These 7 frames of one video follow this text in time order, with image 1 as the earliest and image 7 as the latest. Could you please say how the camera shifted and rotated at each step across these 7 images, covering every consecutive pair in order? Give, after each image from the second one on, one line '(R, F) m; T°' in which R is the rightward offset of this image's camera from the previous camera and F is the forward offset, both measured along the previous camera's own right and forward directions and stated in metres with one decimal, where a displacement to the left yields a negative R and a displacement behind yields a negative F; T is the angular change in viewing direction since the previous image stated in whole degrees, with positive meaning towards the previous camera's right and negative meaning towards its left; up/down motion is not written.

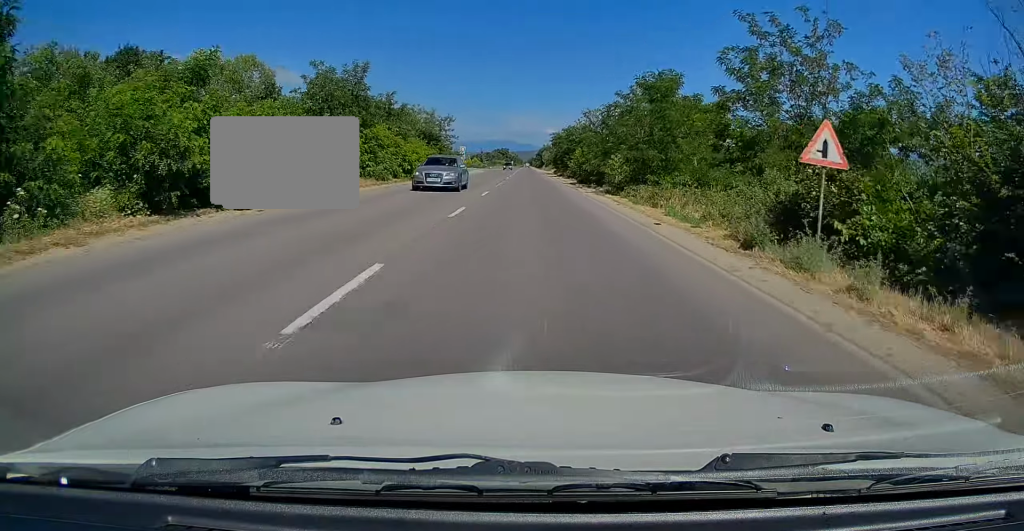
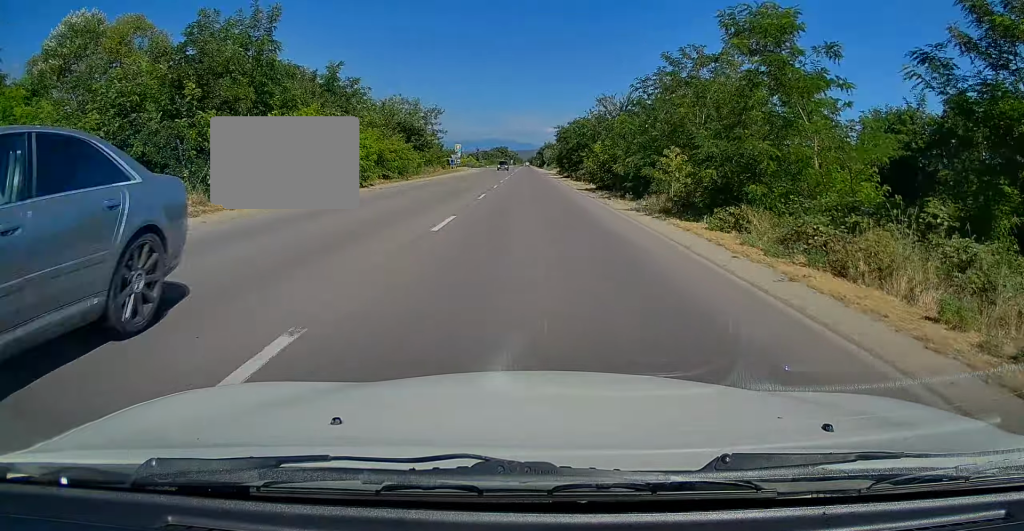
(0.0, +12.7) m; 0°
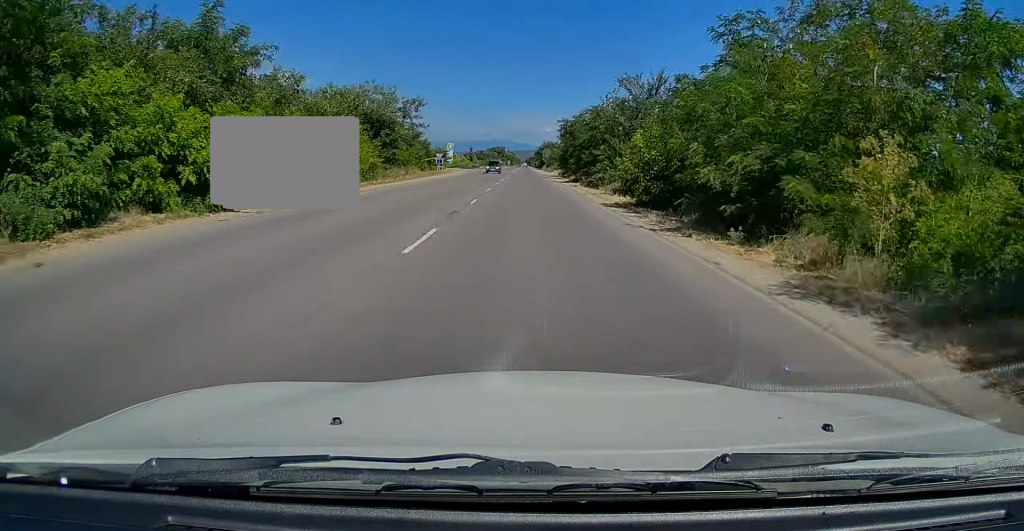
(+0.1, +12.7) m; 0°
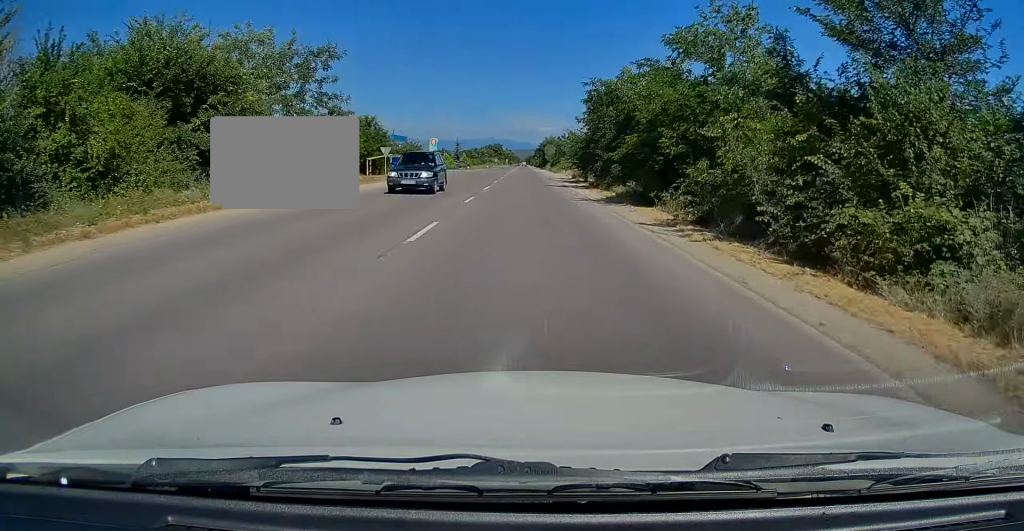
(-0.4, +28.5) m; 0°
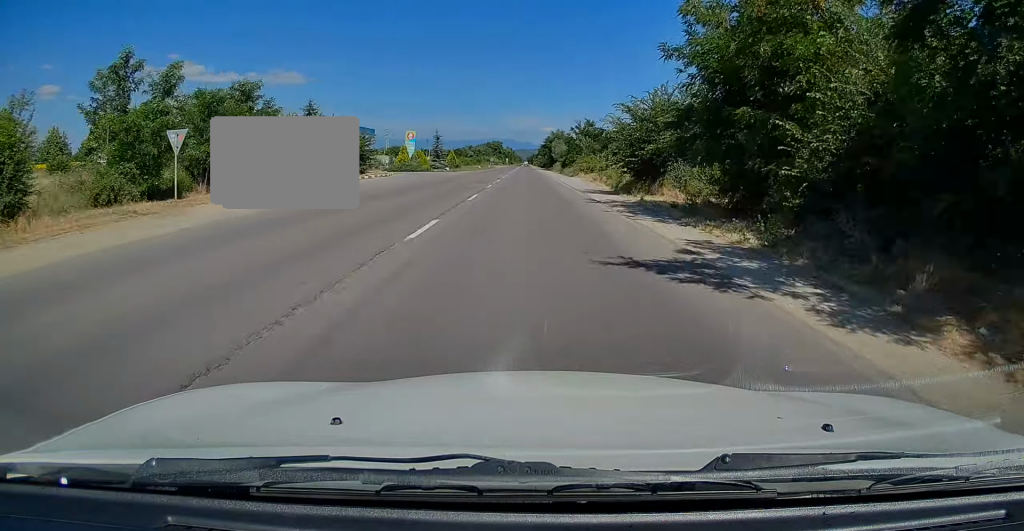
(+0.5, +29.2) m; +1°
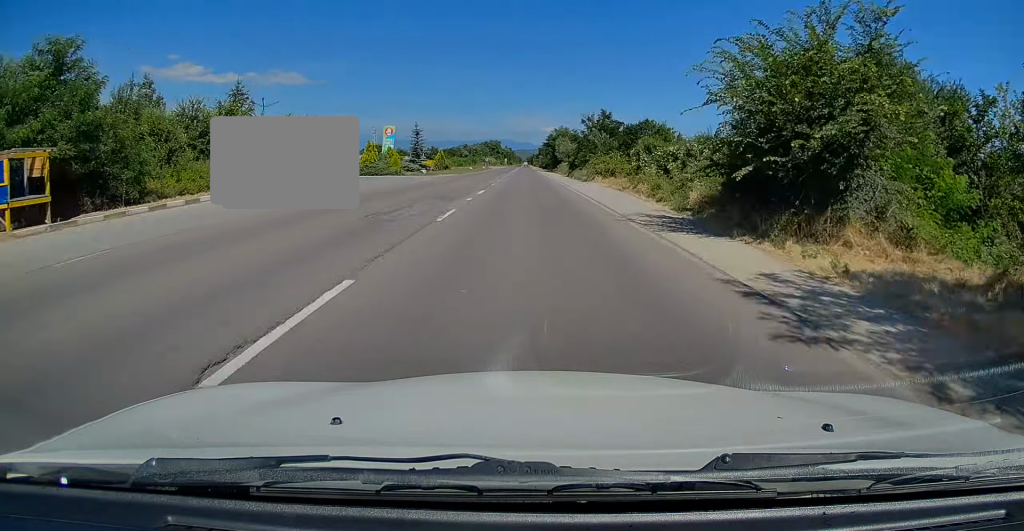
(-0.1, +16.5) m; -1°
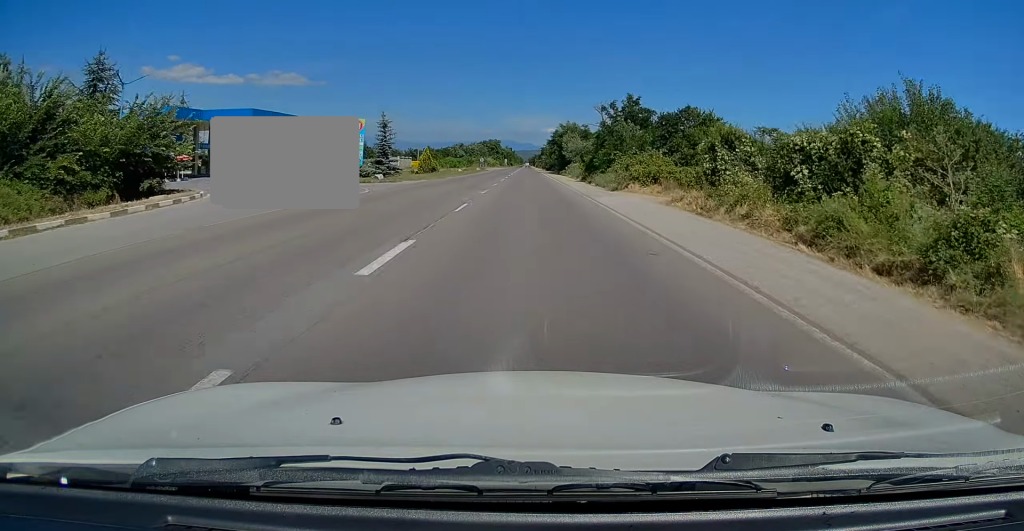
(-0.1, +17.2) m; 0°
